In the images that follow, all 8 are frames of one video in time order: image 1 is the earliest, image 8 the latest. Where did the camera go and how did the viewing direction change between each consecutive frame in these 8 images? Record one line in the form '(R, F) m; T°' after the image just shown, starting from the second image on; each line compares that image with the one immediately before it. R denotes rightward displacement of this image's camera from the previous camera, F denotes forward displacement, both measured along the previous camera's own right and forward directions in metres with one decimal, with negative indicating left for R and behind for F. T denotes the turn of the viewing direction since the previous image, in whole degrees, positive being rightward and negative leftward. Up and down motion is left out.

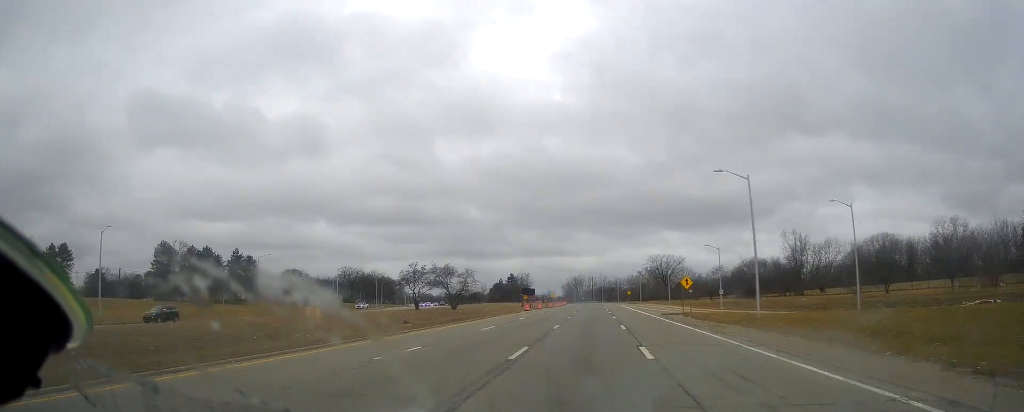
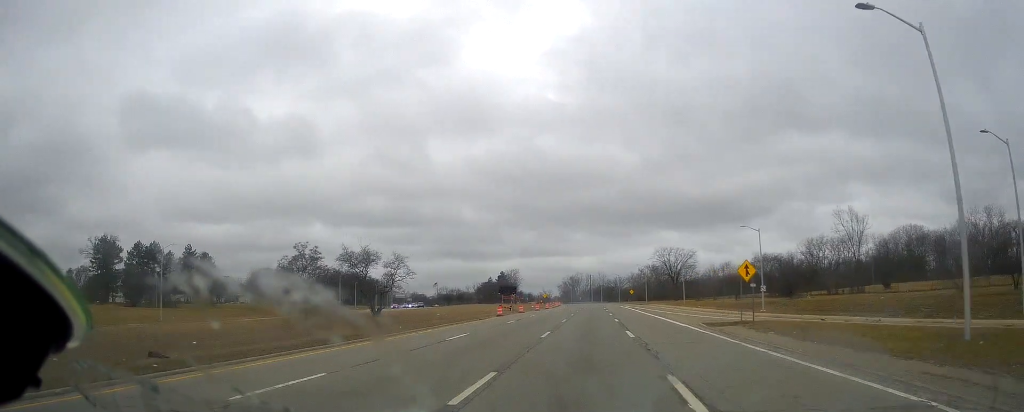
(0.0, +22.5) m; +1°
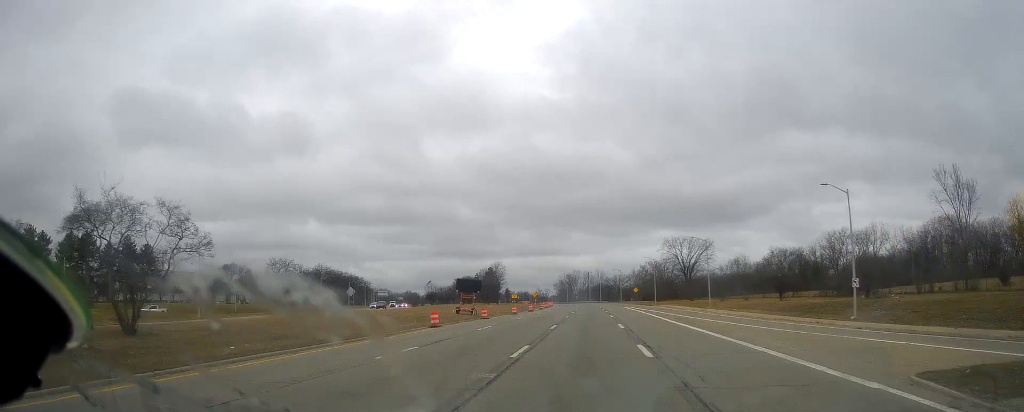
(+0.4, +23.9) m; 0°
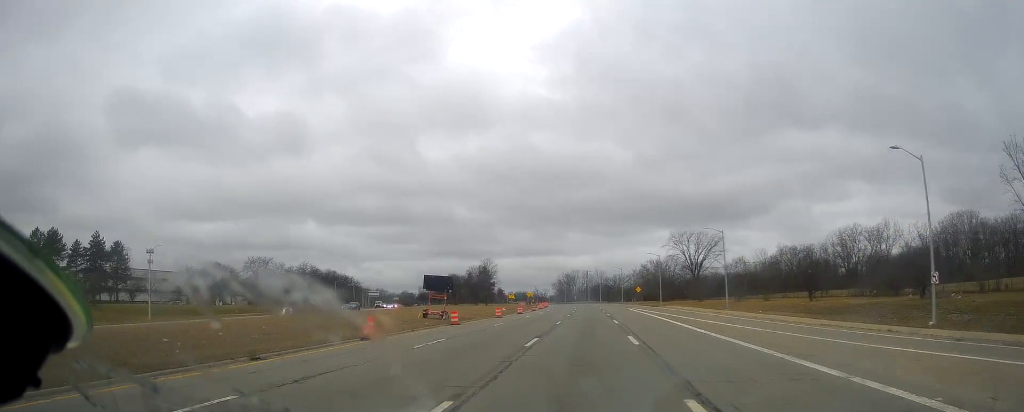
(0.0, +10.7) m; 0°
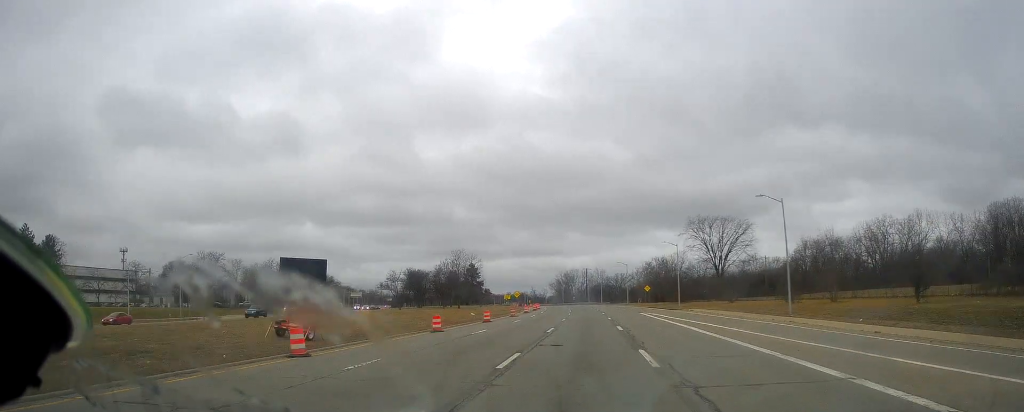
(-0.3, +22.3) m; 0°
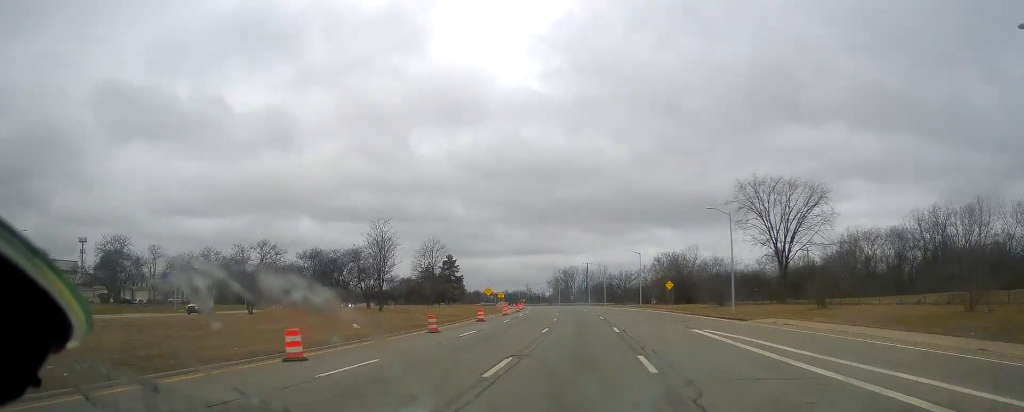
(+0.2, +32.0) m; -1°
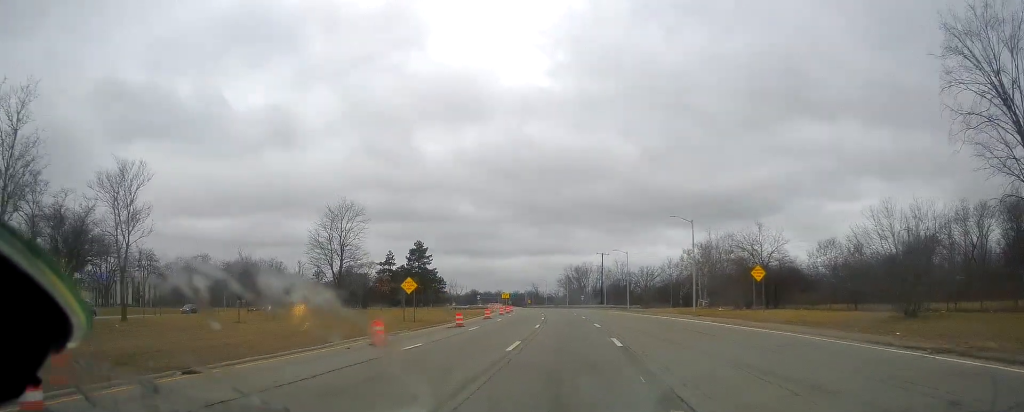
(-0.5, +40.2) m; -1°
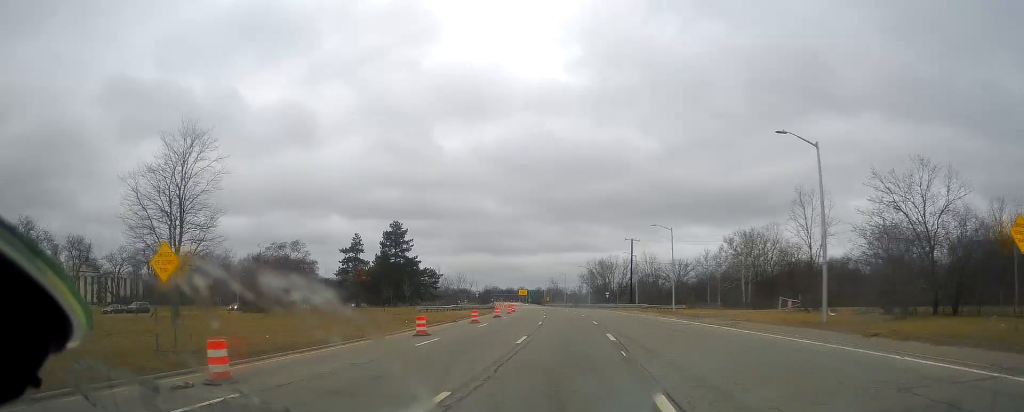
(-0.1, +27.9) m; -2°
